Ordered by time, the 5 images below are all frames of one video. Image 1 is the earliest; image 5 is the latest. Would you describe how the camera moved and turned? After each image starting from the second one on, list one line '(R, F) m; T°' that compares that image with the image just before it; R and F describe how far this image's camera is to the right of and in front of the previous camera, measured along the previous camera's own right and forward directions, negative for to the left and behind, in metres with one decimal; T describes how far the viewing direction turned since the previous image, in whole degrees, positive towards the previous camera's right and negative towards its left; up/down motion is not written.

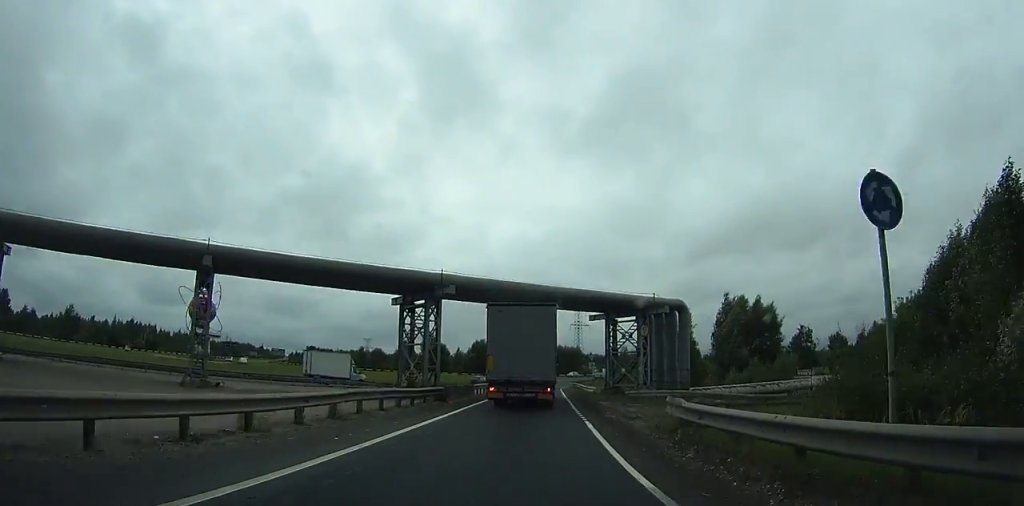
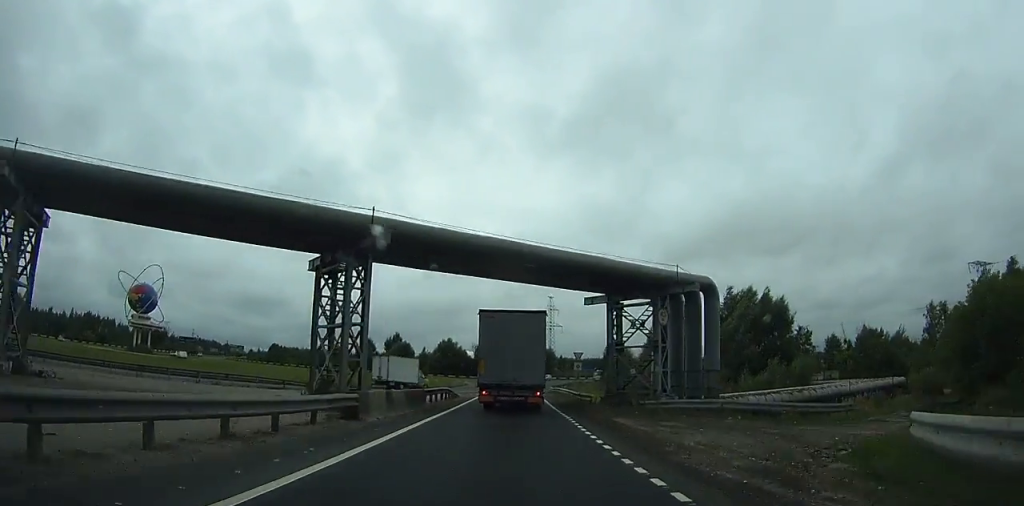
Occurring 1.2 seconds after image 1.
(+0.8, +11.9) m; +5°
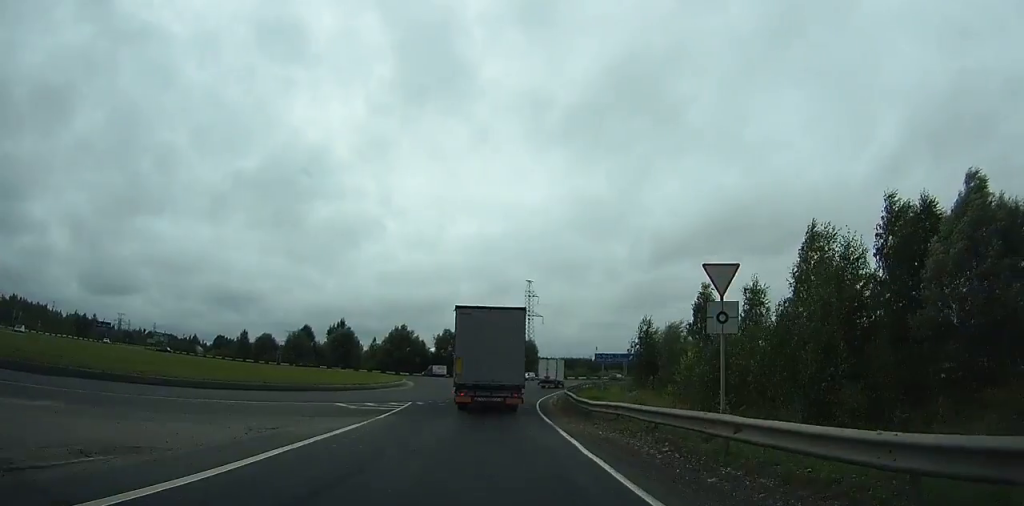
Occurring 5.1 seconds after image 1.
(+3.0, +37.5) m; +6°
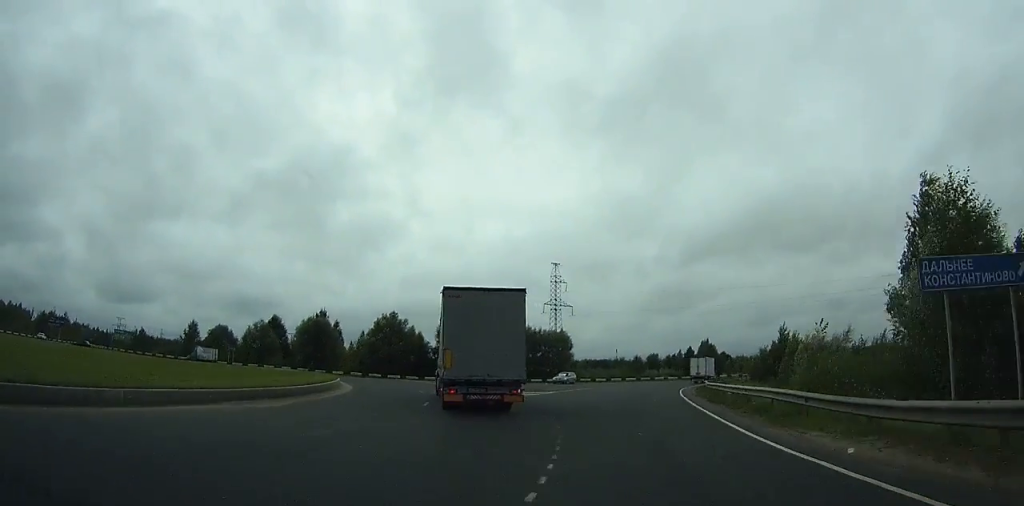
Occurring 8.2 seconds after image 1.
(0.0, +31.9) m; -1°
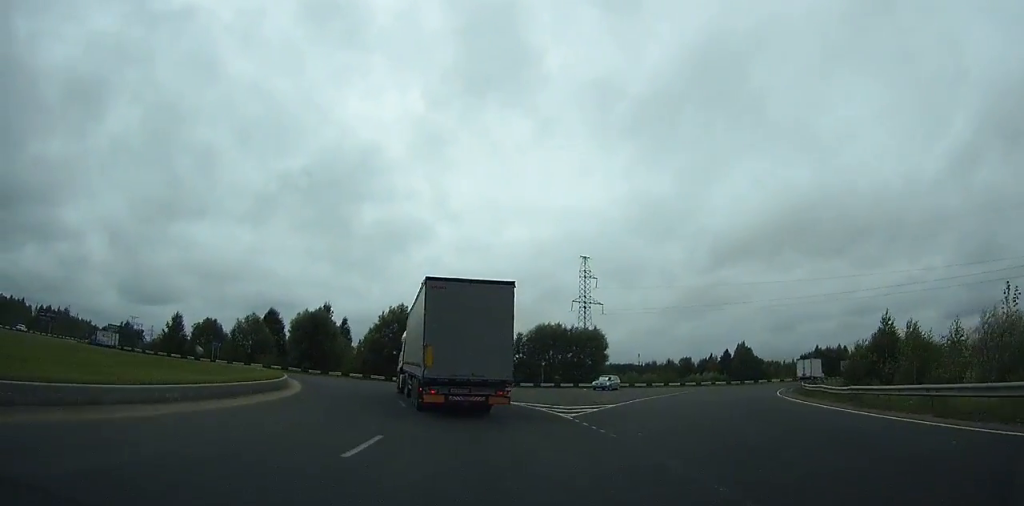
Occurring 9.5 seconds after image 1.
(0.0, +13.4) m; -1°
